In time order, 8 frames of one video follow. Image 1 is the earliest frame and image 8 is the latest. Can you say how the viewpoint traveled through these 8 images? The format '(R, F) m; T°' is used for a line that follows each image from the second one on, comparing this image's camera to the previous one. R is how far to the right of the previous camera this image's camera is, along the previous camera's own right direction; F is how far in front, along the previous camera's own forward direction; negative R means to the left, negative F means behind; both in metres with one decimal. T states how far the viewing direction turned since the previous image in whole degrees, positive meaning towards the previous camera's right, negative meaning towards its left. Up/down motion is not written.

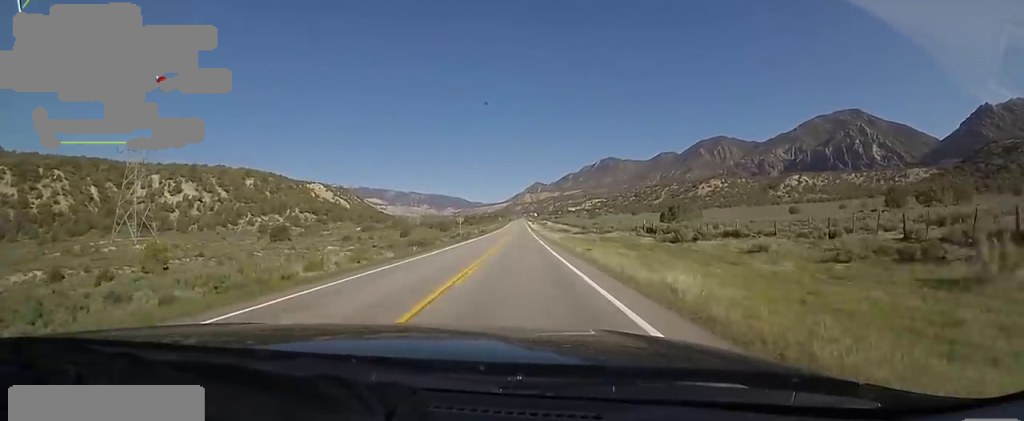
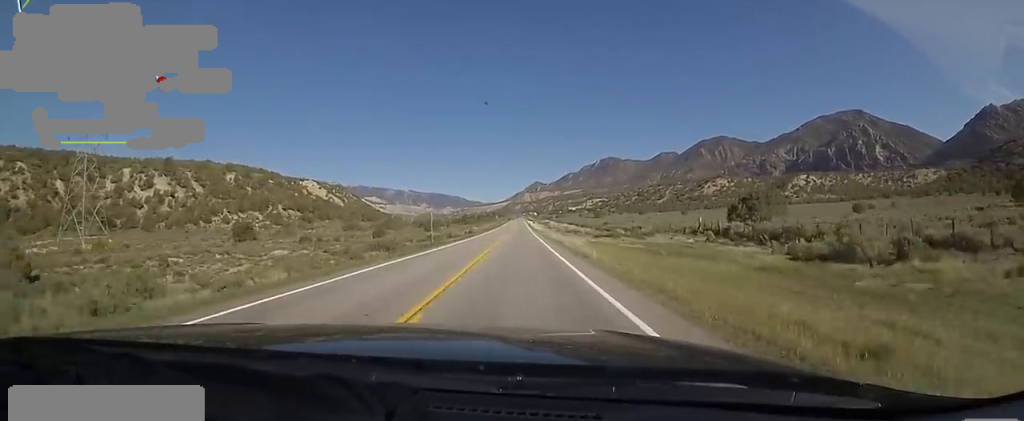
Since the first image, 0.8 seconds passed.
(-0.7, +21.1) m; 0°
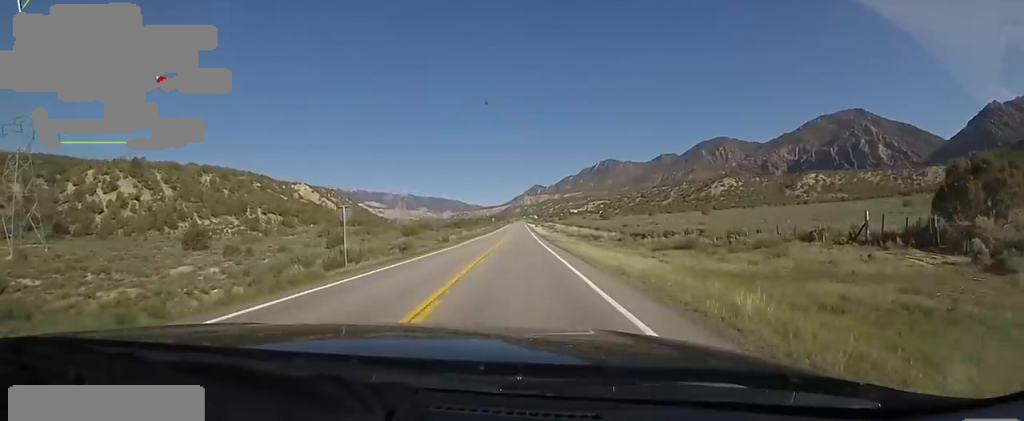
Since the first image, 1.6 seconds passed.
(+0.8, +23.4) m; +2°
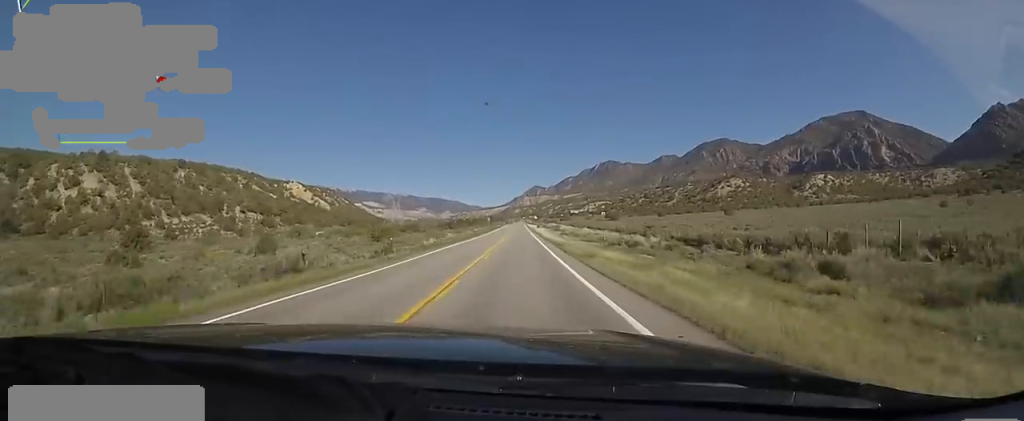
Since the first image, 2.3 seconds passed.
(0.0, +21.1) m; -1°
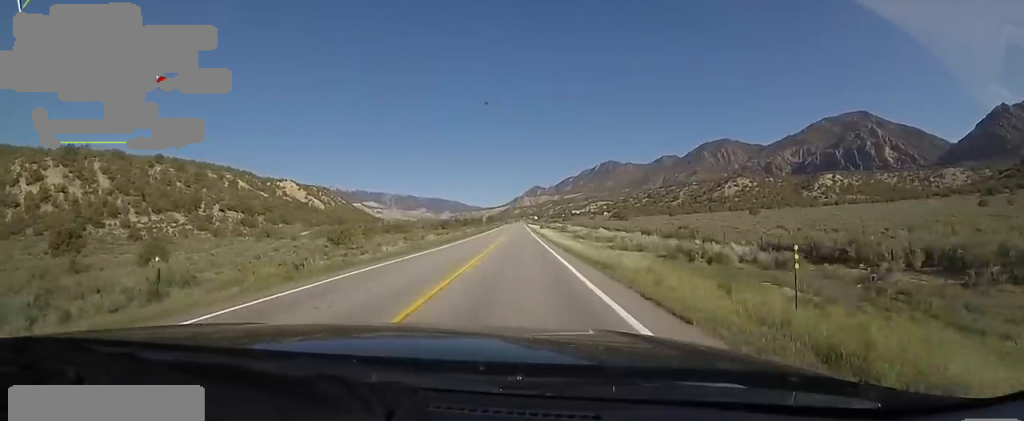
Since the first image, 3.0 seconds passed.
(-0.2, +18.5) m; +1°
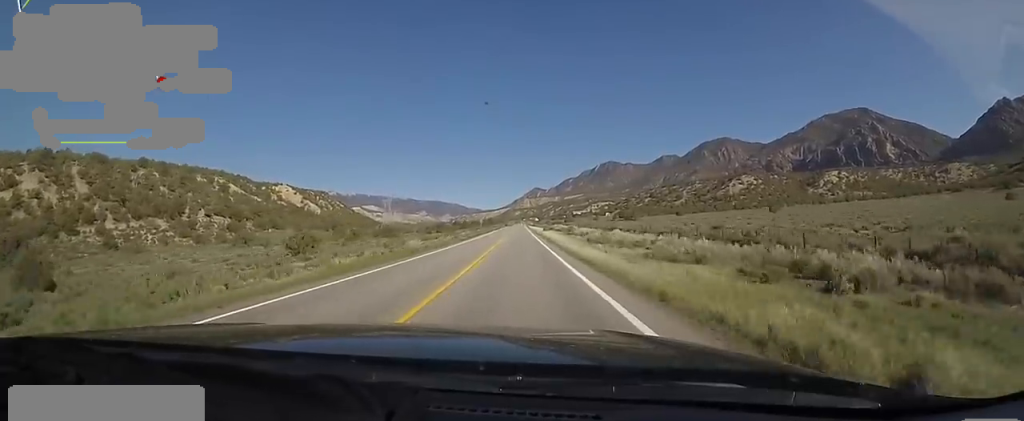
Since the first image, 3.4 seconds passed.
(-0.5, +11.8) m; +1°
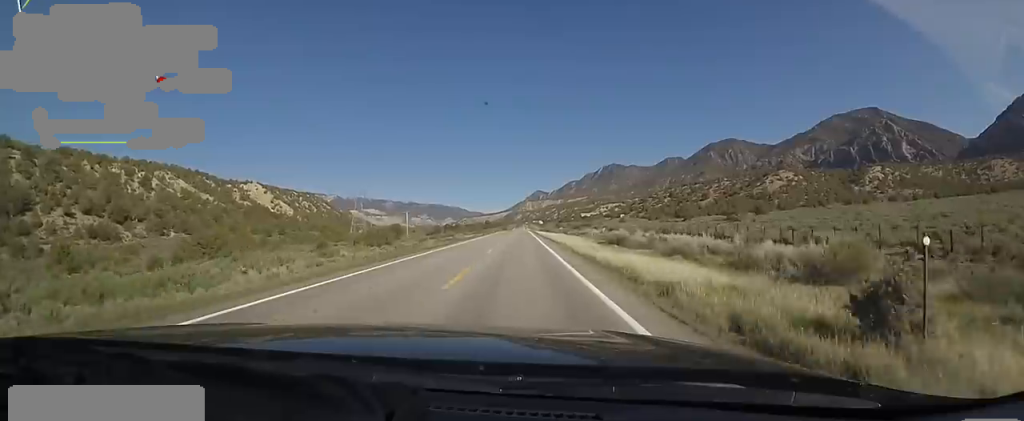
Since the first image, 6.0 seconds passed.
(+0.9, +77.5) m; -2°
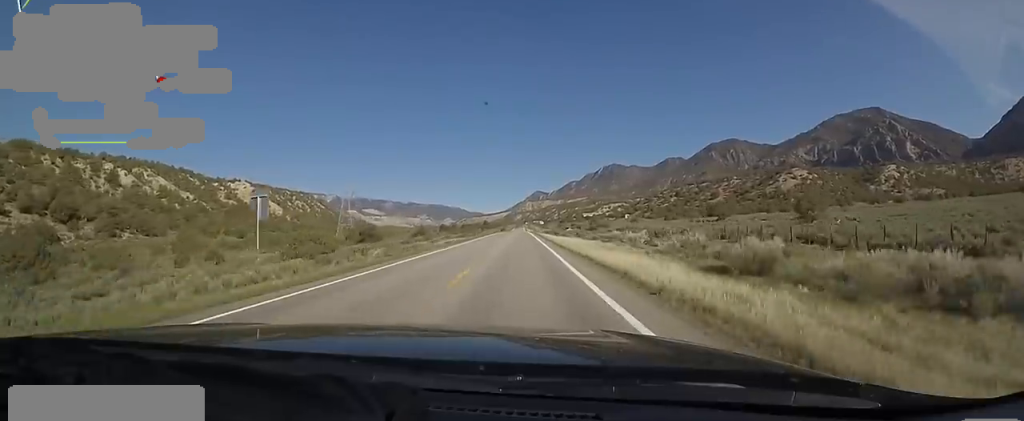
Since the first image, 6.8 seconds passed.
(-0.2, +24.2) m; 0°
